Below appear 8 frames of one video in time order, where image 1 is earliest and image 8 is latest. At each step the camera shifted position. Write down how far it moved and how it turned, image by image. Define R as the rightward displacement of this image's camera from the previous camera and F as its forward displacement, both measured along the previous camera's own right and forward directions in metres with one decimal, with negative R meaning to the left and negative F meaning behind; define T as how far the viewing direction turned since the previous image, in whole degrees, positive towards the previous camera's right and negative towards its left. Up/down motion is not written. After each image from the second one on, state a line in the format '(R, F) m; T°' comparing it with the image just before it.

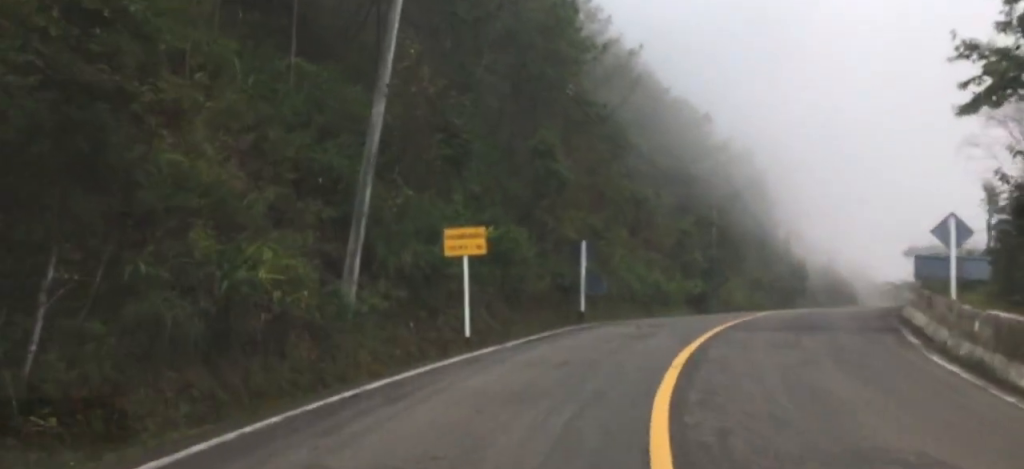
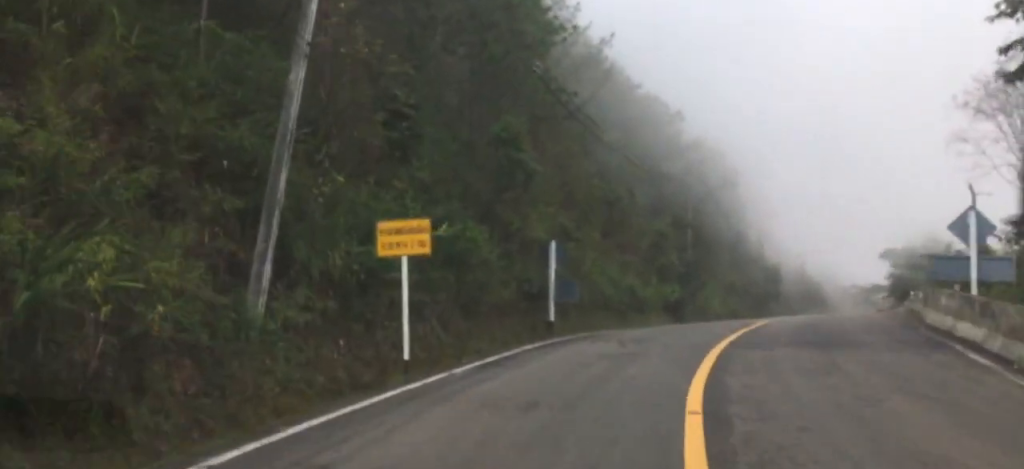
(+0.1, +3.7) m; +1°
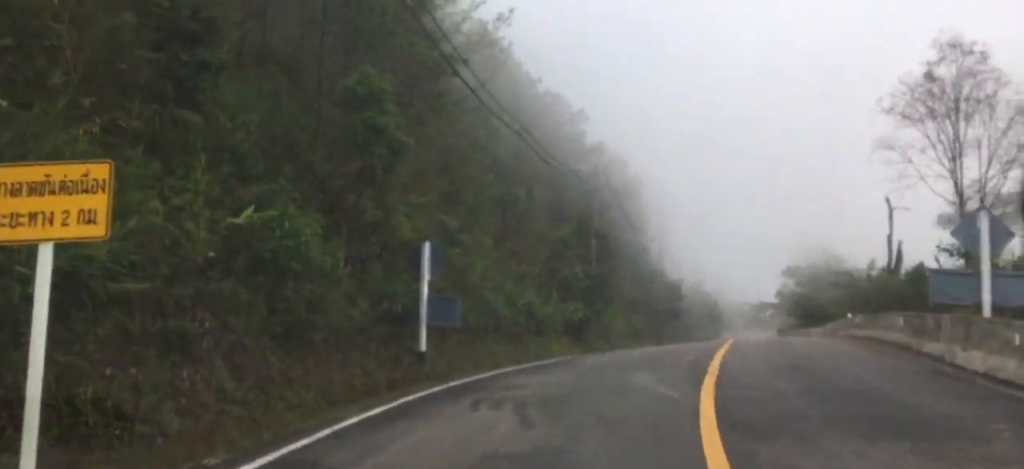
(+0.1, +7.1) m; +2°
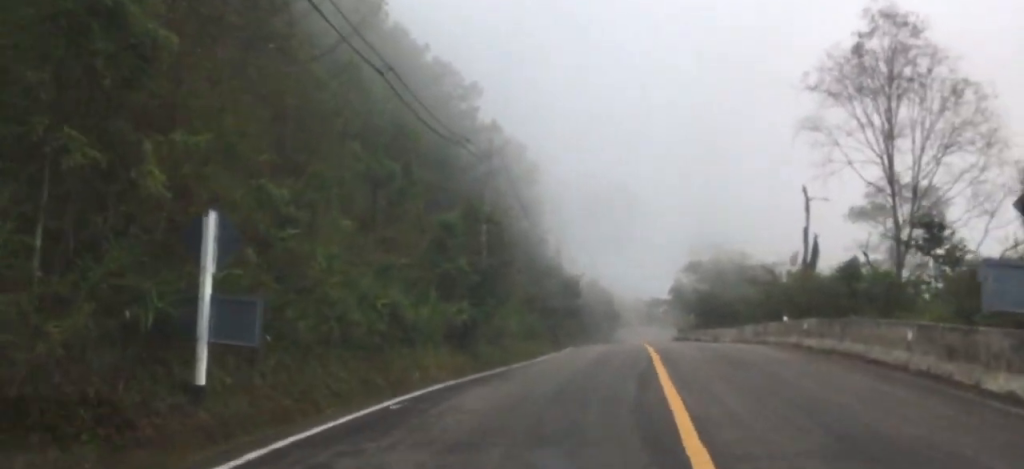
(-0.2, +6.9) m; +6°
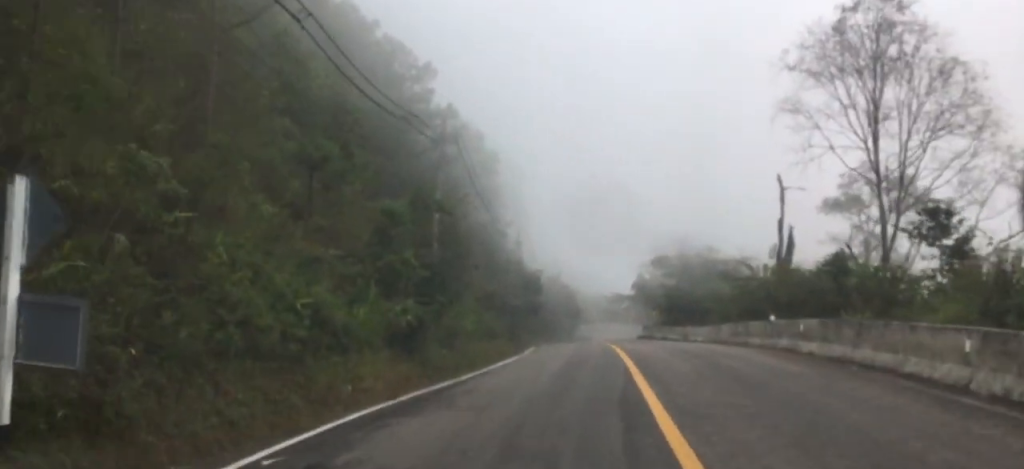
(+0.4, +3.4) m; +4°
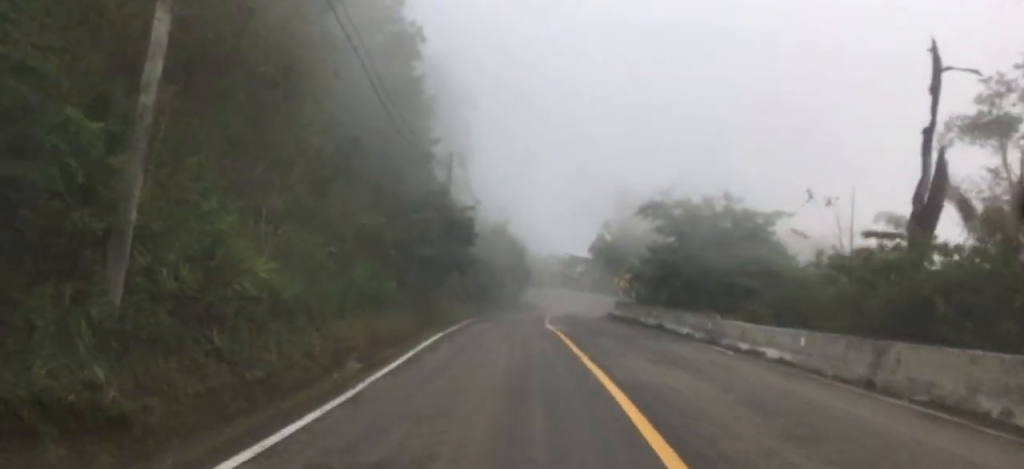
(+2.2, +22.0) m; +19°
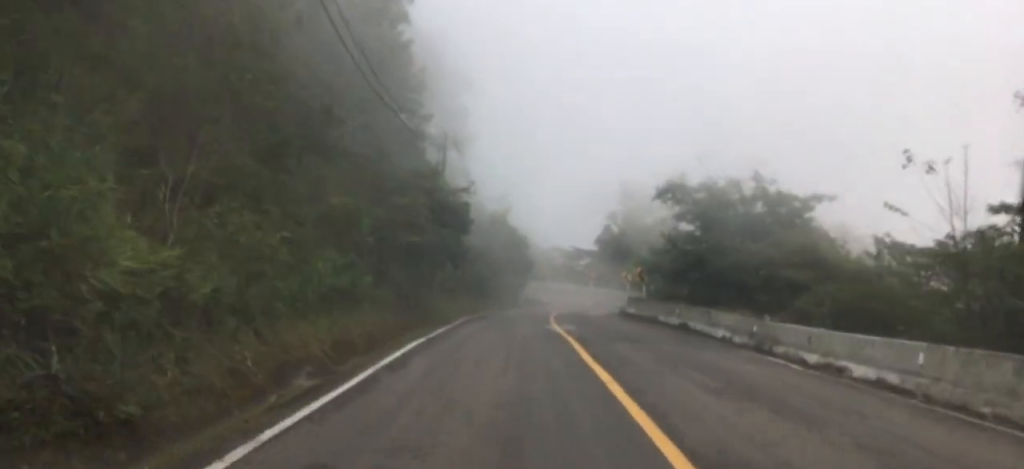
(+0.7, +5.1) m; +5°
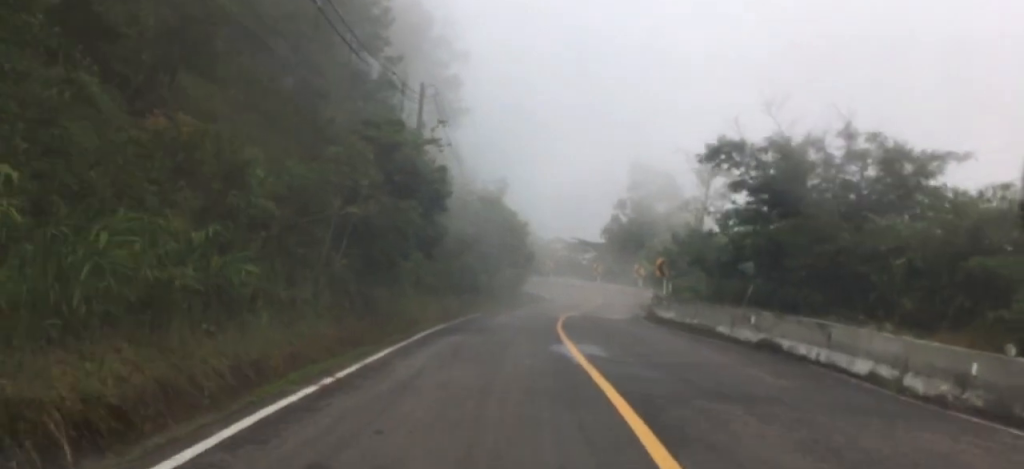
(+1.2, +11.3) m; +1°
